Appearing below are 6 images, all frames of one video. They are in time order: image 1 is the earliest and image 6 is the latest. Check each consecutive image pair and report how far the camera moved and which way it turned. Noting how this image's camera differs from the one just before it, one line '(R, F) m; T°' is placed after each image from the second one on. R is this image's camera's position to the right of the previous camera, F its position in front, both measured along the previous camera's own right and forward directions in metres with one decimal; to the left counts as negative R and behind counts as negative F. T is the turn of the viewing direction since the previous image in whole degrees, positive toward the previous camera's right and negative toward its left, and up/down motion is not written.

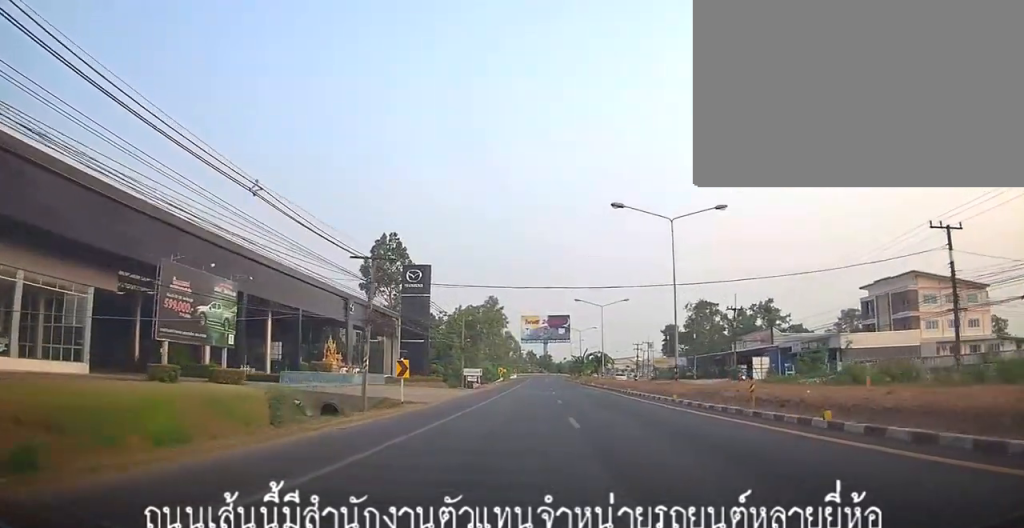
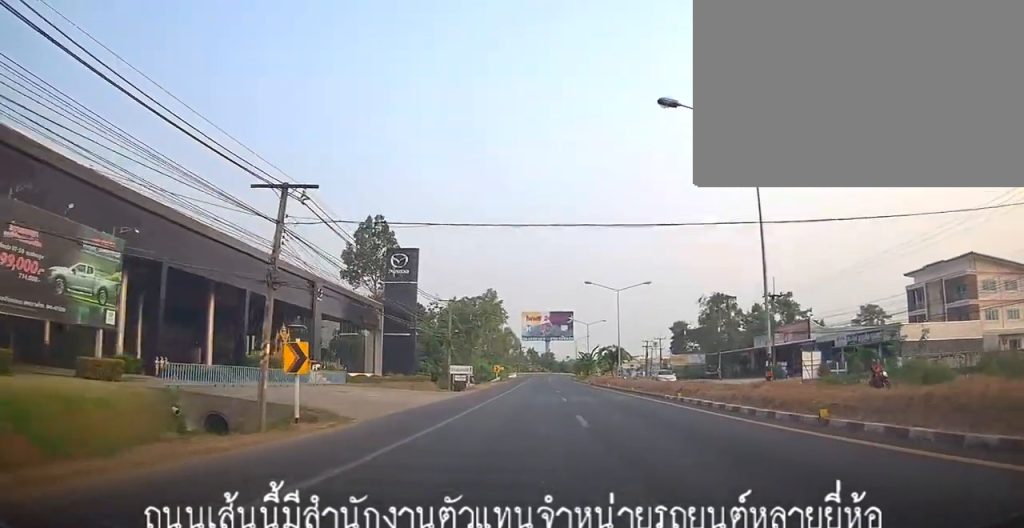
(0.0, +11.4) m; 0°
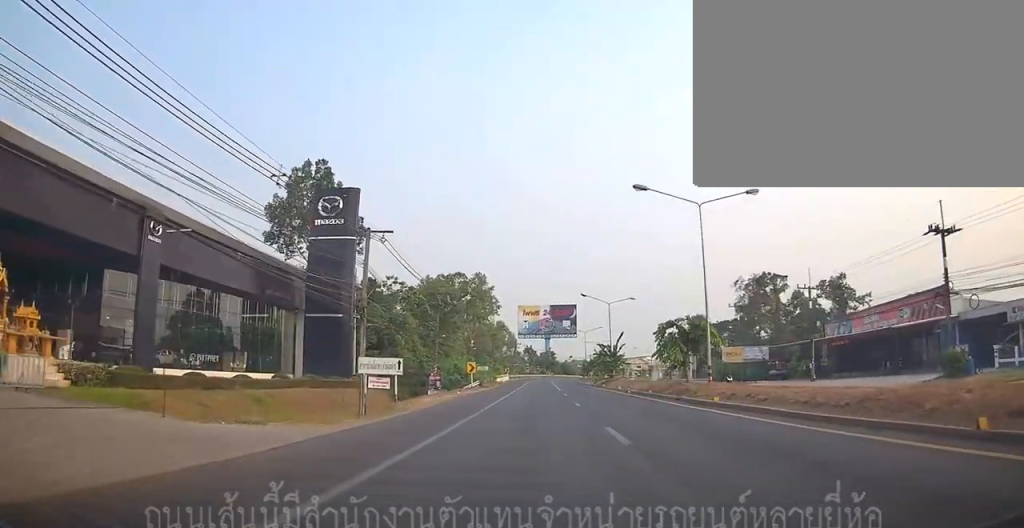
(-0.9, +28.3) m; -1°
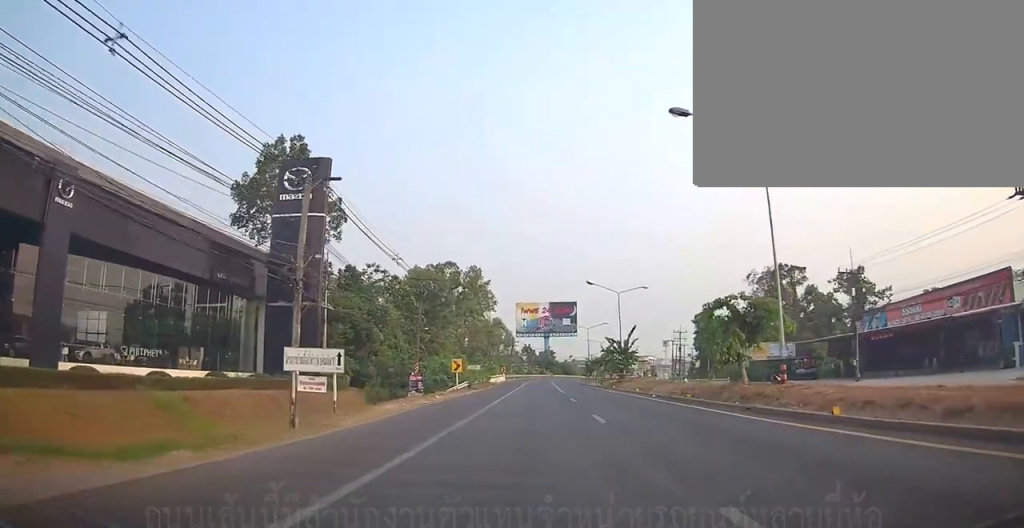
(0.0, +8.2) m; 0°
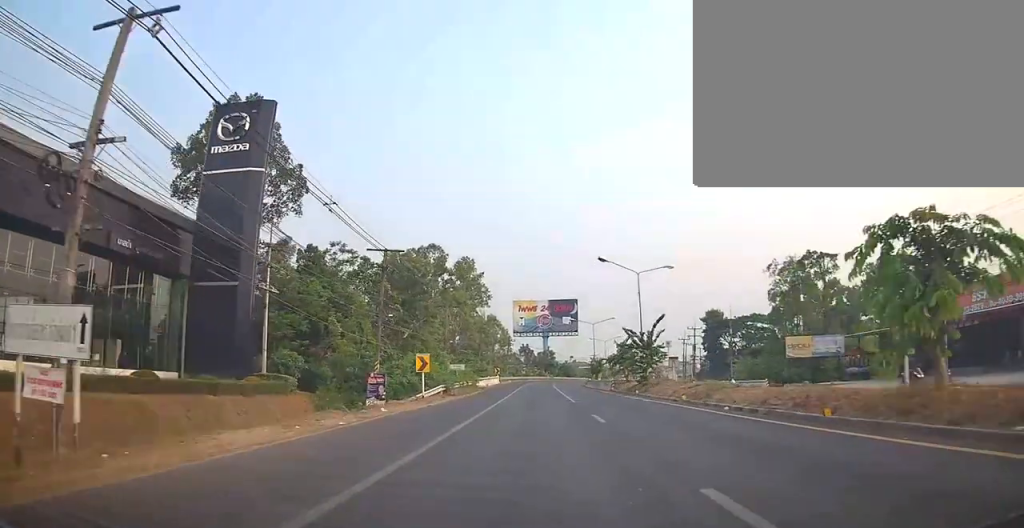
(+0.6, +11.6) m; 0°
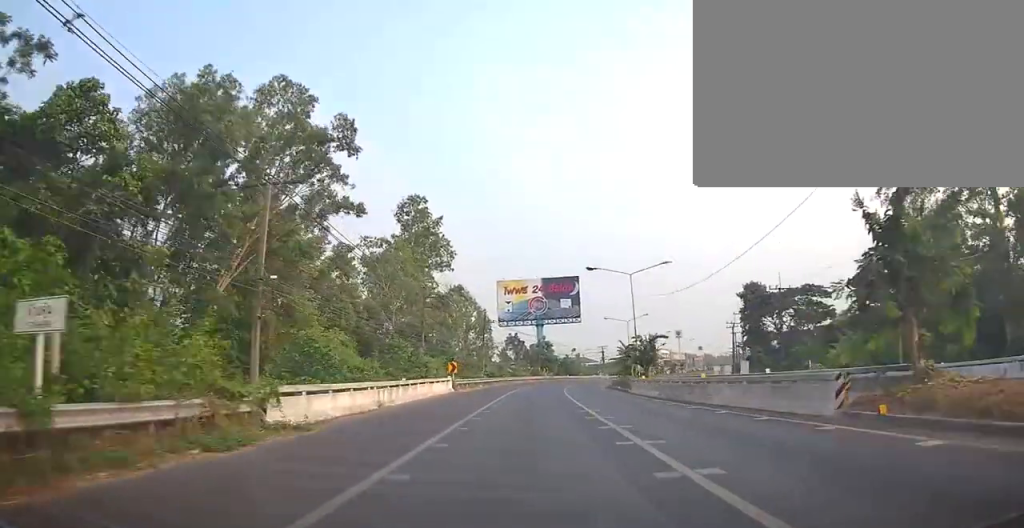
(-1.4, +40.1) m; 0°
